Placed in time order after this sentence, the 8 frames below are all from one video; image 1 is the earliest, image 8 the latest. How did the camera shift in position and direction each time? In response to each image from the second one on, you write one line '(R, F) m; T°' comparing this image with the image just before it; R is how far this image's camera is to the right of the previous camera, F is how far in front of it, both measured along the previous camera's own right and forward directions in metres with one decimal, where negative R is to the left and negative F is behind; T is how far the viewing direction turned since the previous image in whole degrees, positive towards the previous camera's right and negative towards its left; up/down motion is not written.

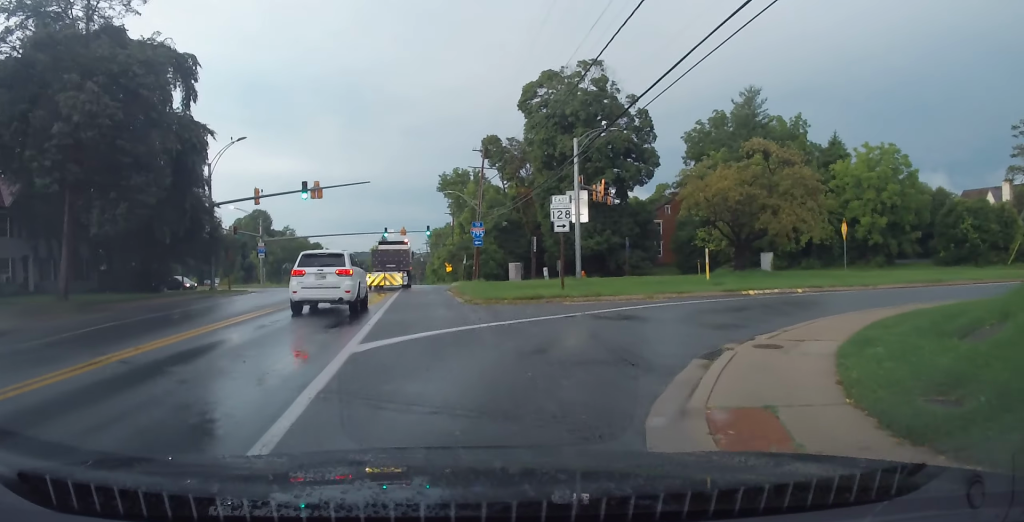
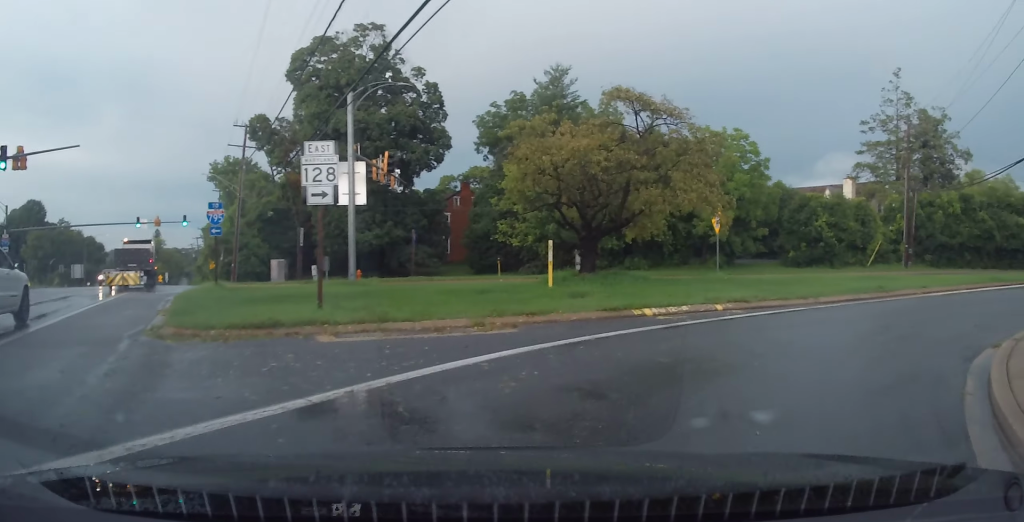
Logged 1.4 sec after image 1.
(+0.5, +11.5) m; +15°
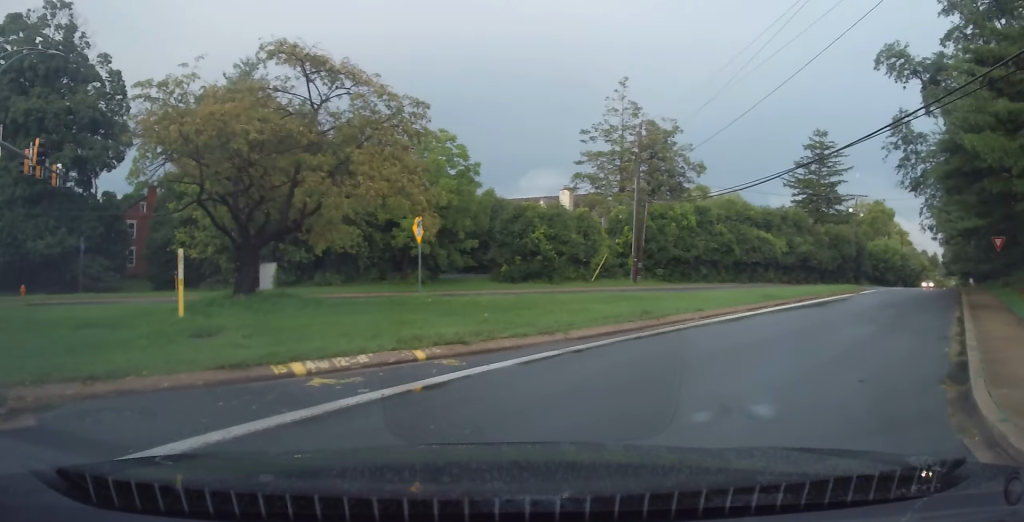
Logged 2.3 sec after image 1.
(+1.4, +5.8) m; +29°
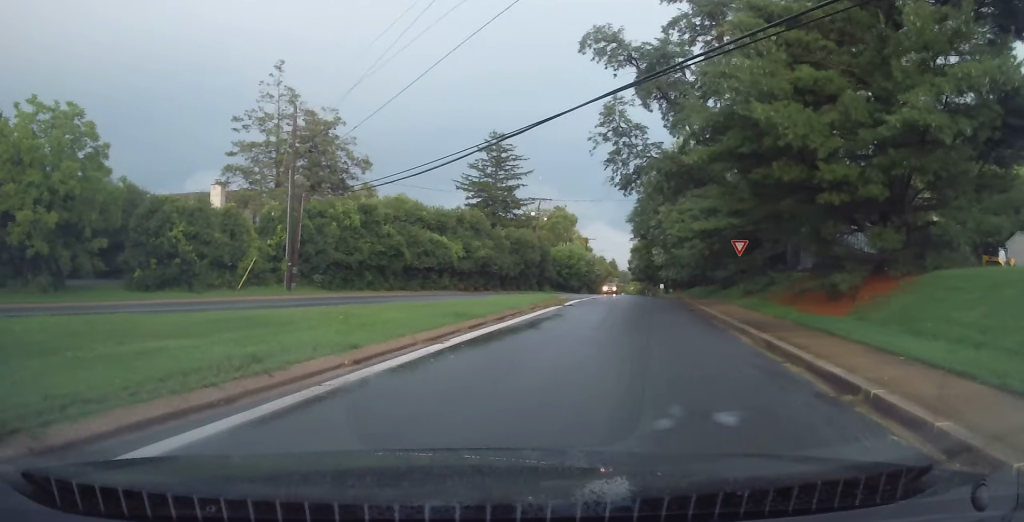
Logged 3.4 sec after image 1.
(+2.3, +6.6) m; +29°
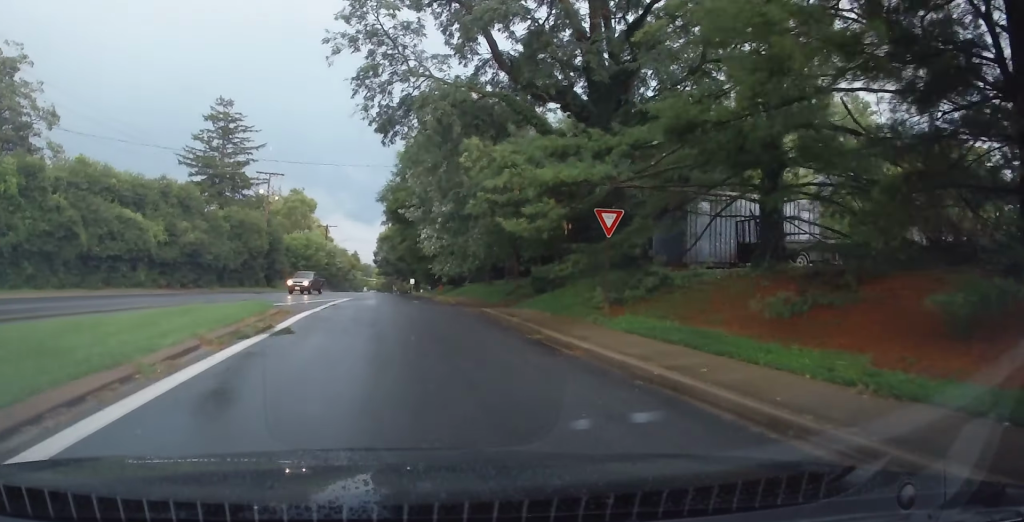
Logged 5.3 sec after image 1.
(+2.4, +13.3) m; +13°
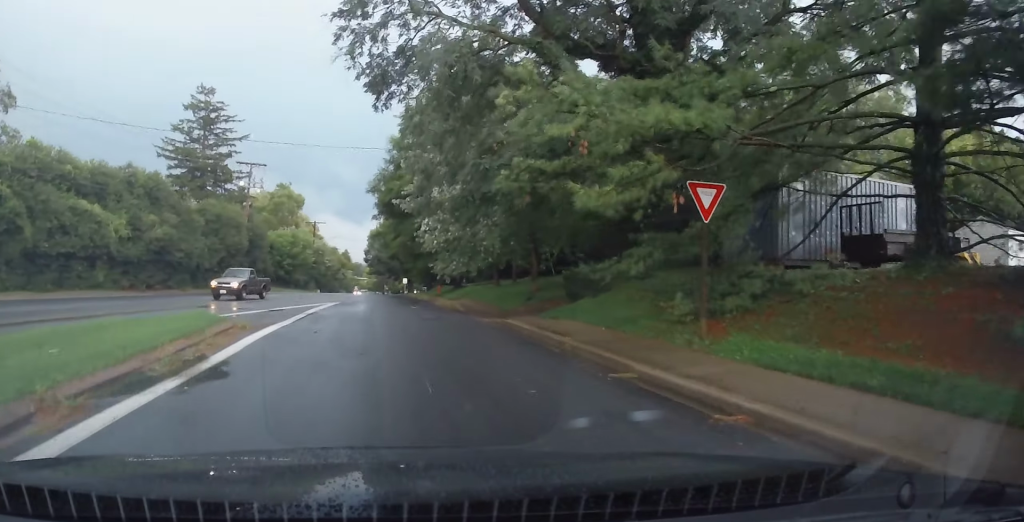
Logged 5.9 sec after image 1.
(0.0, +5.0) m; +2°
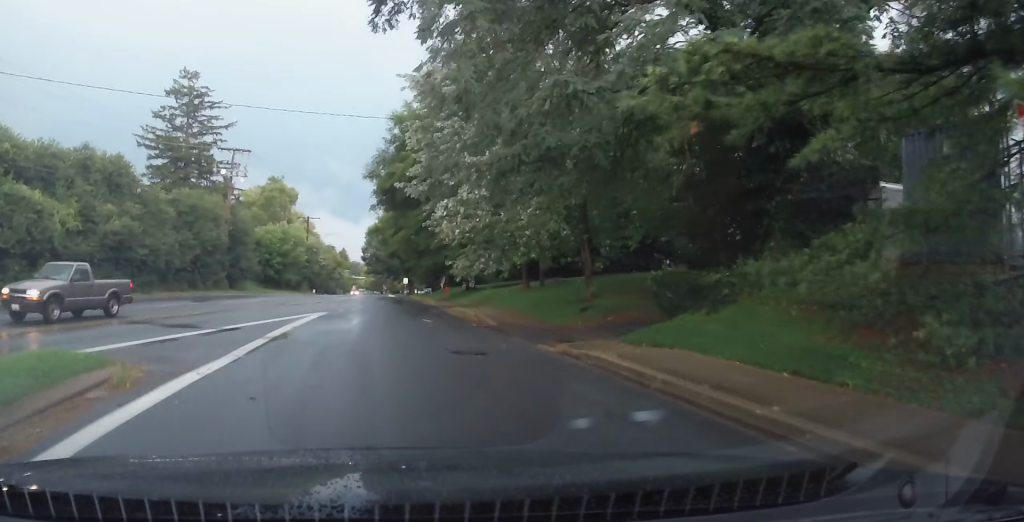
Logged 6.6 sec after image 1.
(-0.1, +6.2) m; +2°
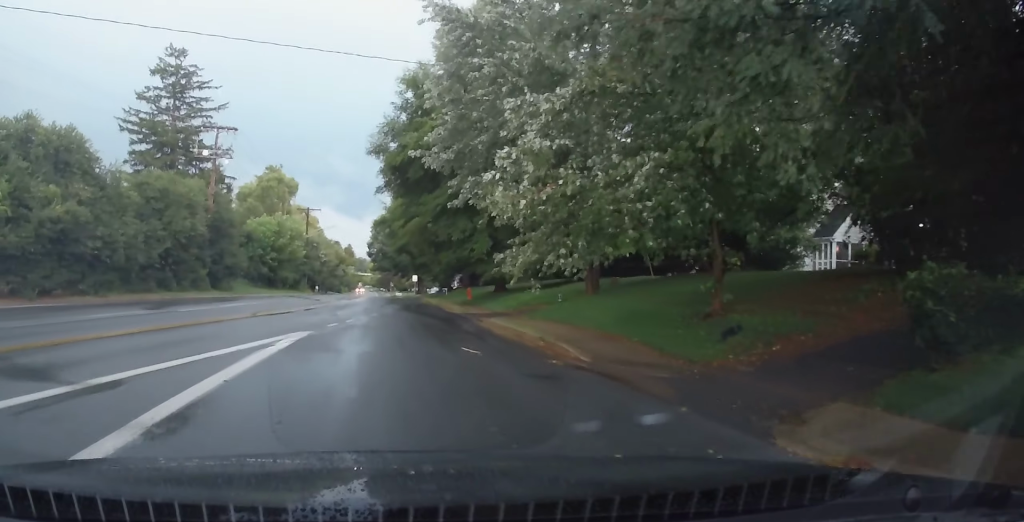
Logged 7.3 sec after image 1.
(+0.4, +7.0) m; +2°
